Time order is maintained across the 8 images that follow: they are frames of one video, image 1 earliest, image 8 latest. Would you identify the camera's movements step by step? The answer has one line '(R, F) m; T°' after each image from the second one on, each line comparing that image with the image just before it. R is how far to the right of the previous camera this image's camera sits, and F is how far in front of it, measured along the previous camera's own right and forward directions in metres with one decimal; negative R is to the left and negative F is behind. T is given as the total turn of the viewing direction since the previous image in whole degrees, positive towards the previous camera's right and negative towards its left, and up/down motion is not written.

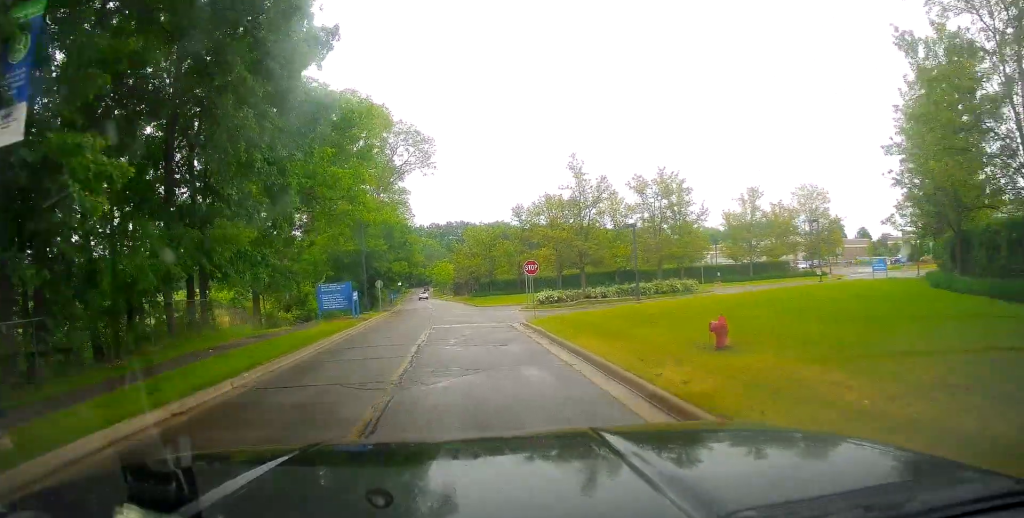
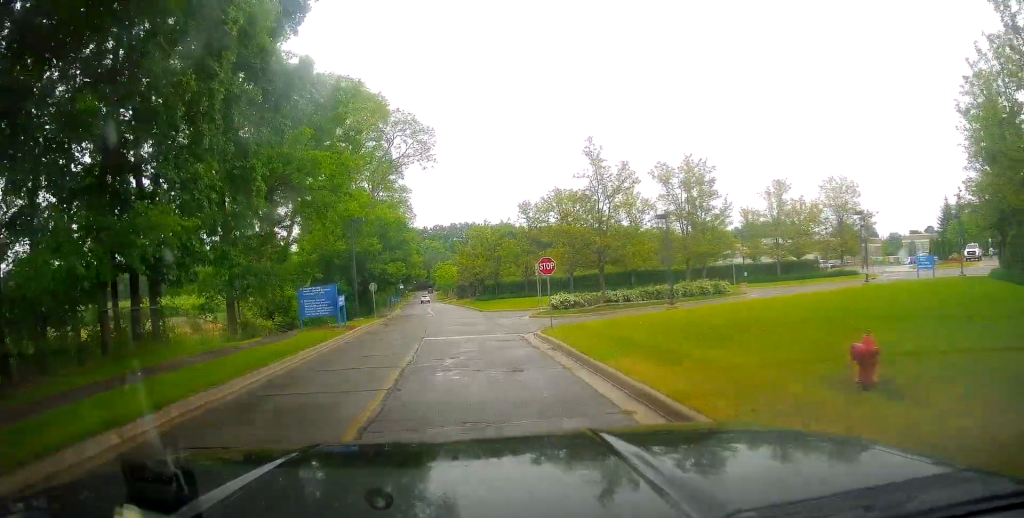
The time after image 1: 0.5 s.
(+0.1, +4.7) m; -2°
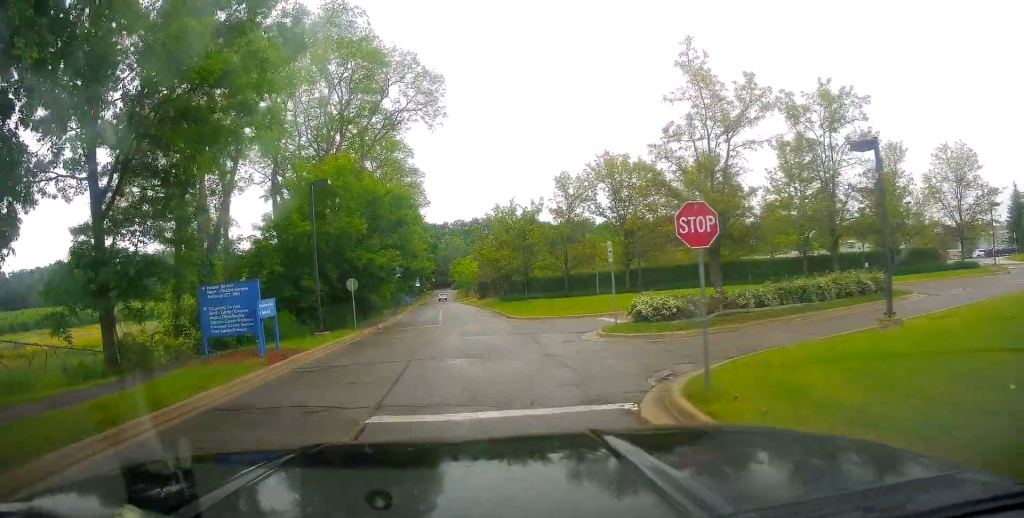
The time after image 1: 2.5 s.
(0.0, +14.9) m; +1°
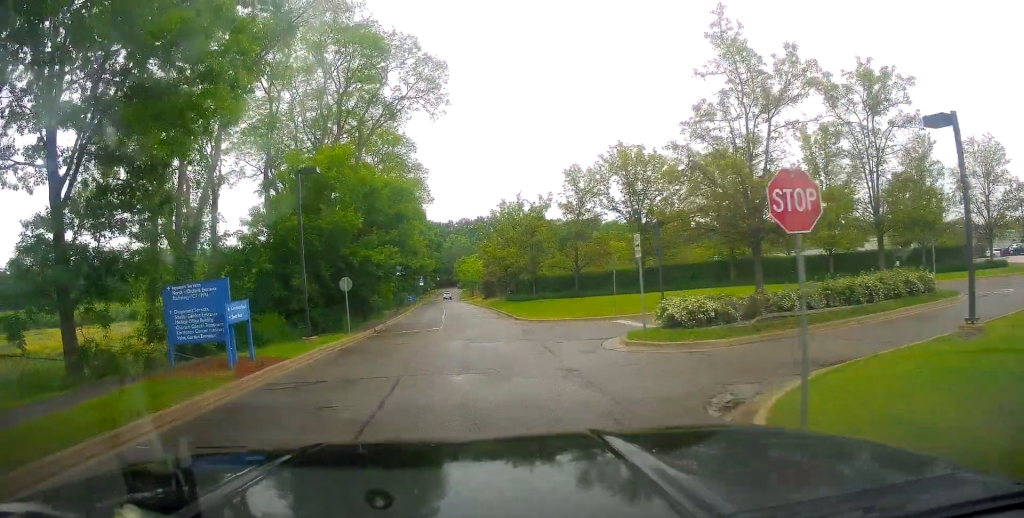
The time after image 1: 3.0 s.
(-0.1, +3.0) m; -2°
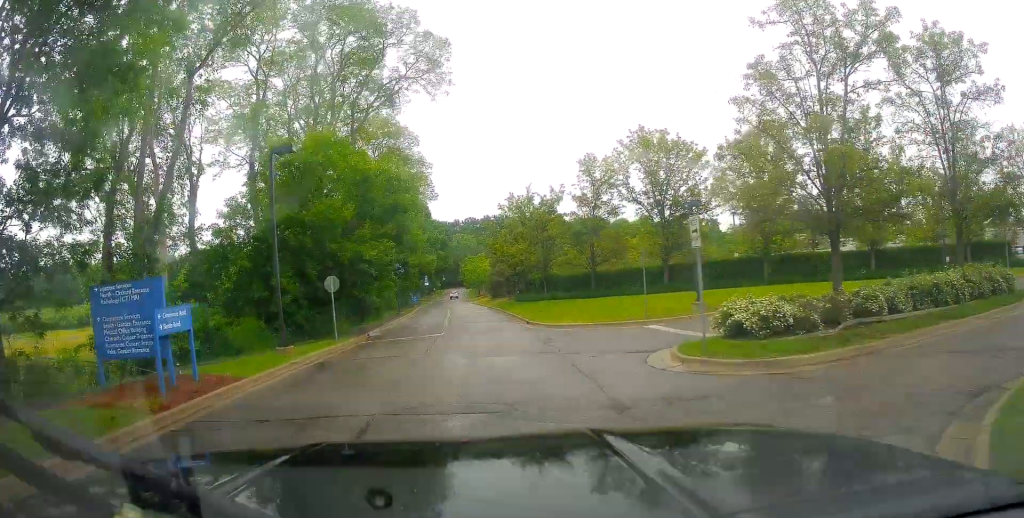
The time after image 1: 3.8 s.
(-0.2, +4.6) m; -3°
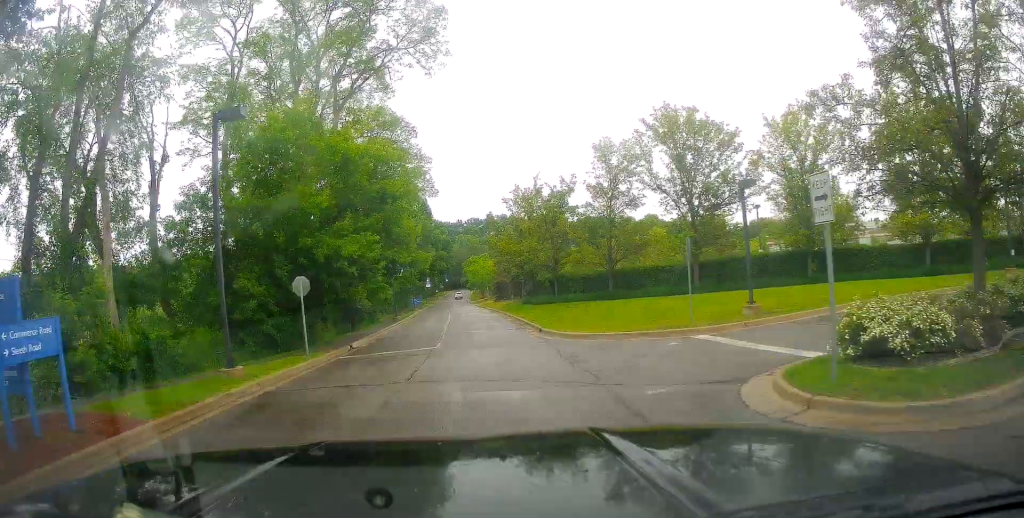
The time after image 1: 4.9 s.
(0.0, +4.7) m; +2°
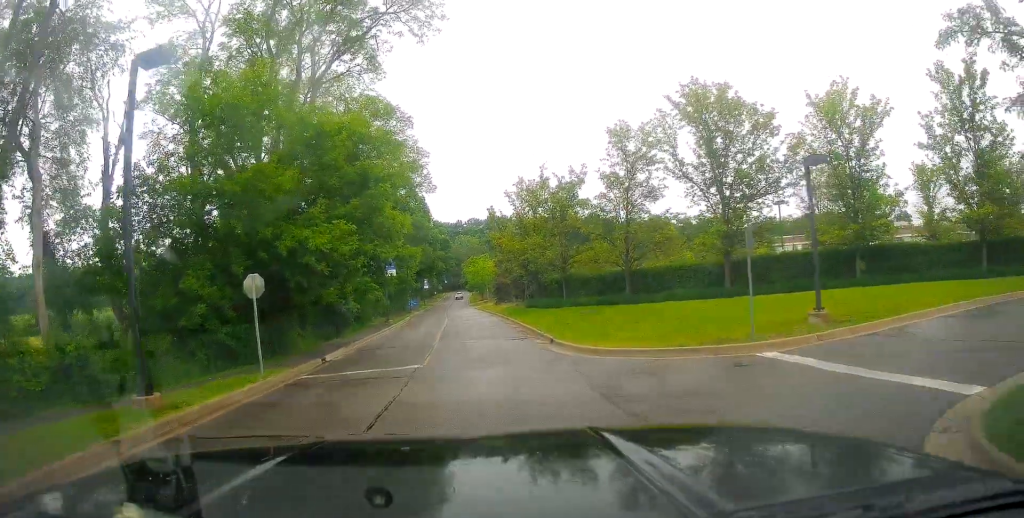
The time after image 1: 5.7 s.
(0.0, +3.5) m; +5°
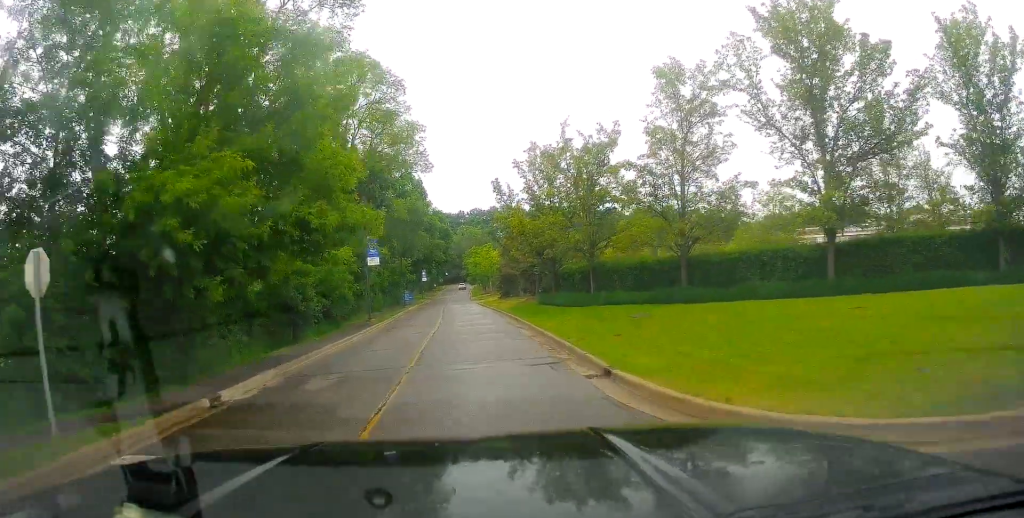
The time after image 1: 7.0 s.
(+0.1, +7.1) m; -3°
